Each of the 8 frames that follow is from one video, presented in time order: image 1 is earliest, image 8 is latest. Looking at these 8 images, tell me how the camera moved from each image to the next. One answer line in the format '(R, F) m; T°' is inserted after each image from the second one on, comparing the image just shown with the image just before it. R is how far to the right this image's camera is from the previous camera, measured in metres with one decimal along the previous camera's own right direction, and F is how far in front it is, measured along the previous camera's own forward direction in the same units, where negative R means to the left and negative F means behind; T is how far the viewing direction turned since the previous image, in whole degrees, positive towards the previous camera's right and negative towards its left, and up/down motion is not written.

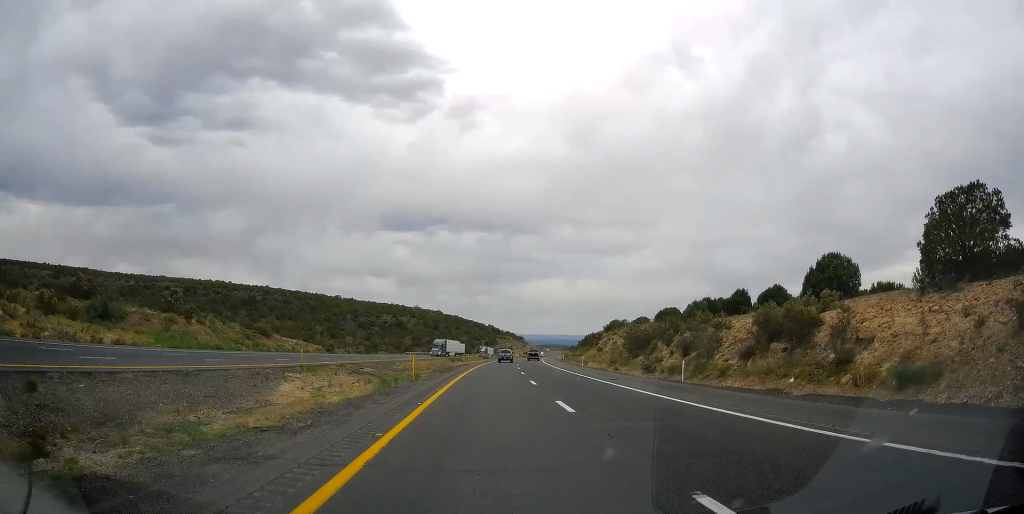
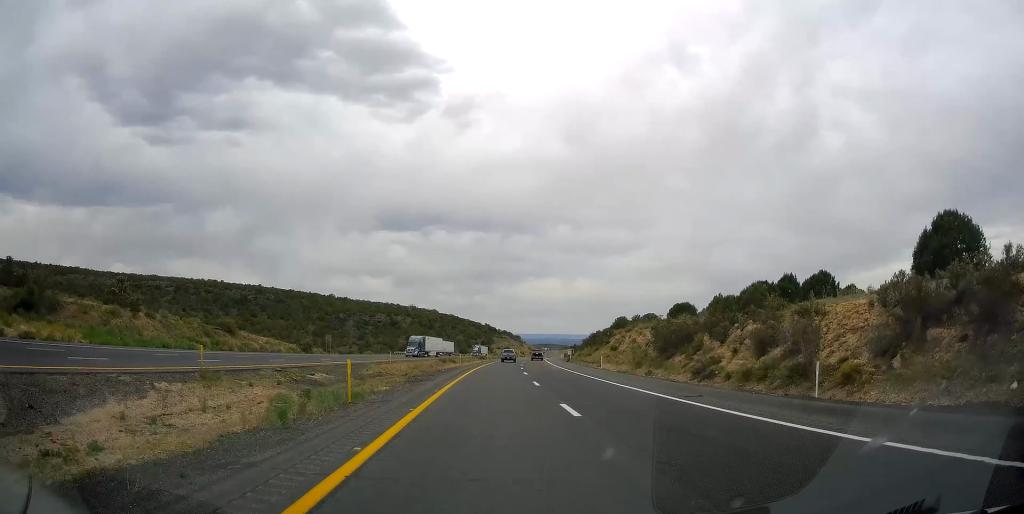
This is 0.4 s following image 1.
(+0.1, +13.3) m; +1°
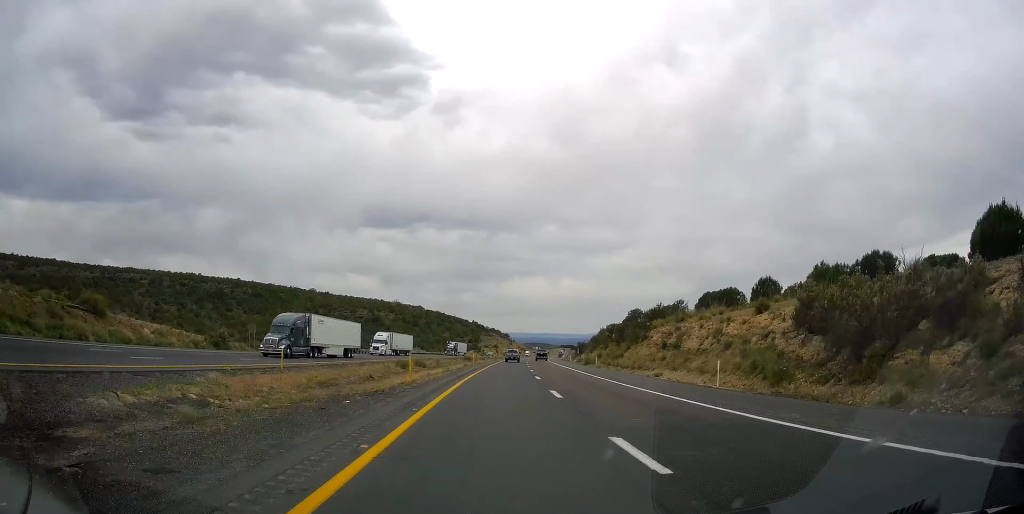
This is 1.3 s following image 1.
(+0.2, +31.0) m; +1°
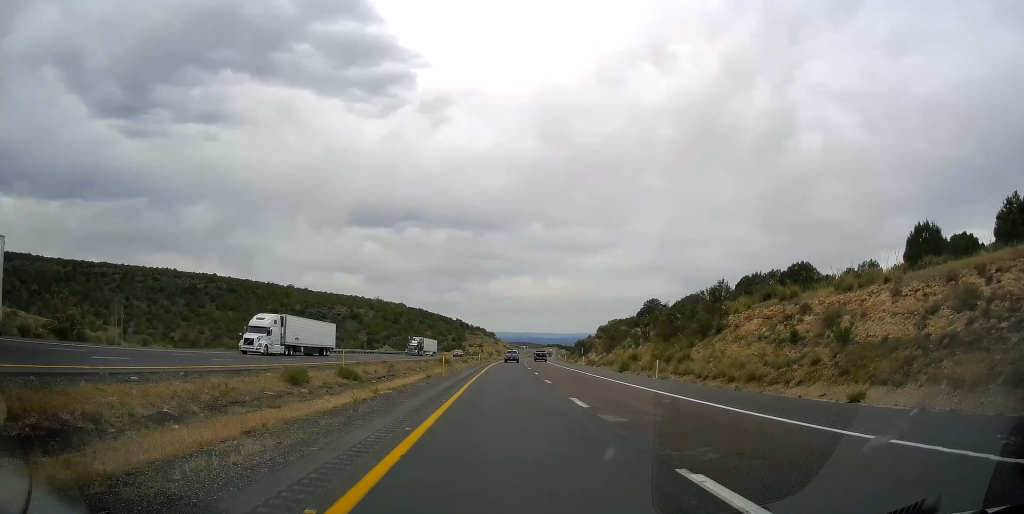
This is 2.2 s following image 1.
(+0.6, +27.8) m; +1°
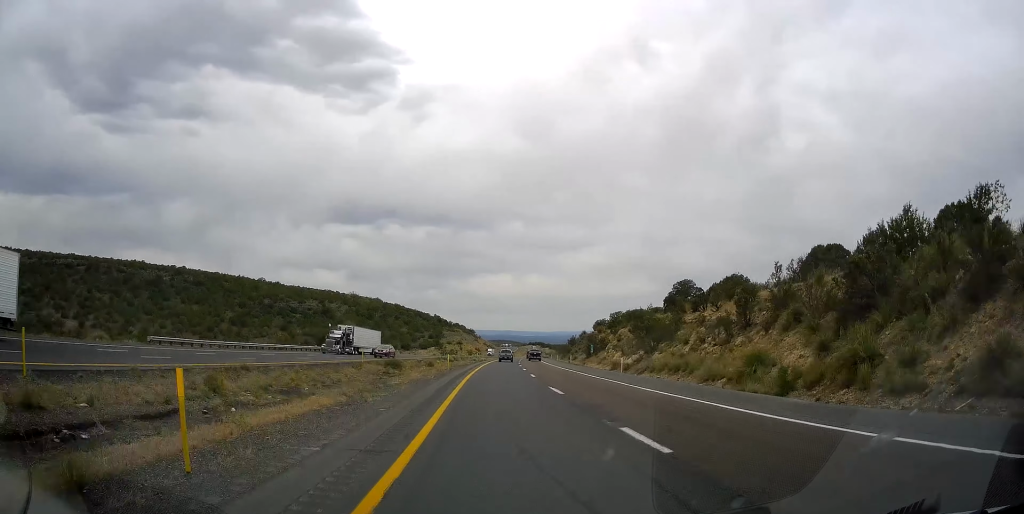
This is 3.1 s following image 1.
(-0.2, +31.0) m; +1°
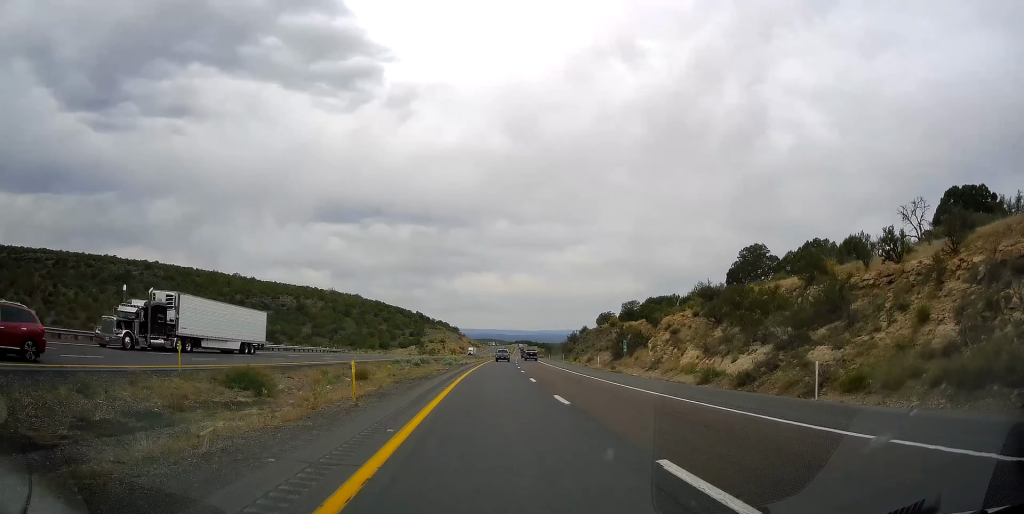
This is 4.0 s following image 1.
(+0.8, +29.8) m; +2°
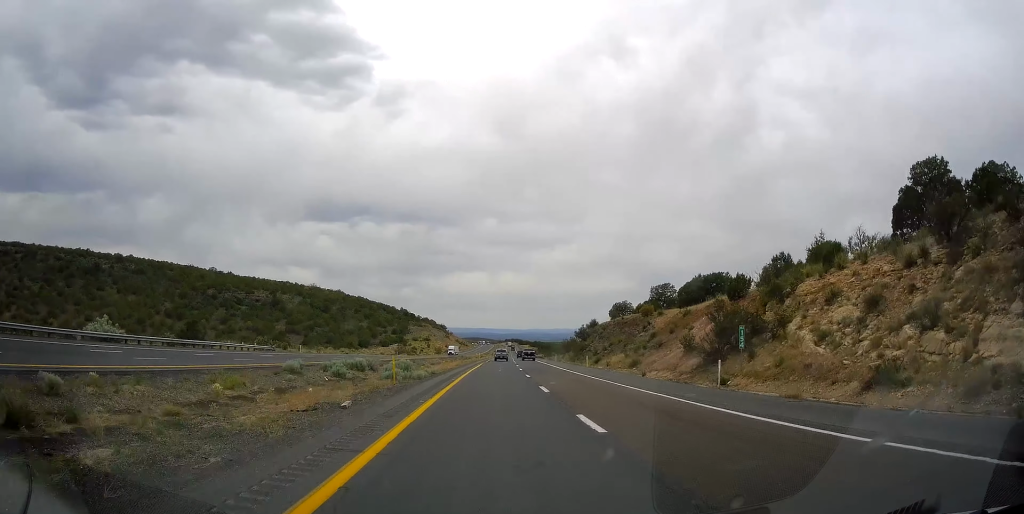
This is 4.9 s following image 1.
(+0.4, +31.0) m; +1°
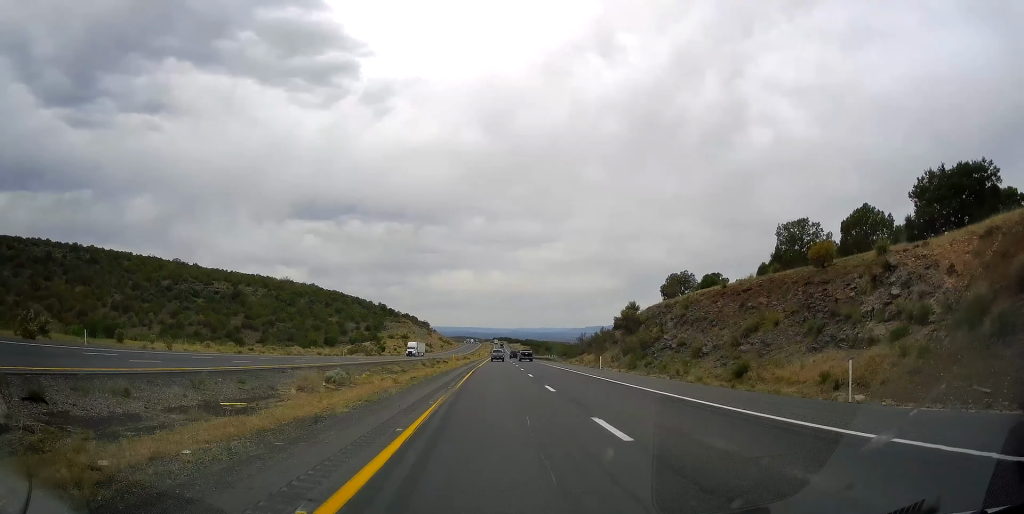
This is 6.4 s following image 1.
(+0.8, +48.9) m; +1°
